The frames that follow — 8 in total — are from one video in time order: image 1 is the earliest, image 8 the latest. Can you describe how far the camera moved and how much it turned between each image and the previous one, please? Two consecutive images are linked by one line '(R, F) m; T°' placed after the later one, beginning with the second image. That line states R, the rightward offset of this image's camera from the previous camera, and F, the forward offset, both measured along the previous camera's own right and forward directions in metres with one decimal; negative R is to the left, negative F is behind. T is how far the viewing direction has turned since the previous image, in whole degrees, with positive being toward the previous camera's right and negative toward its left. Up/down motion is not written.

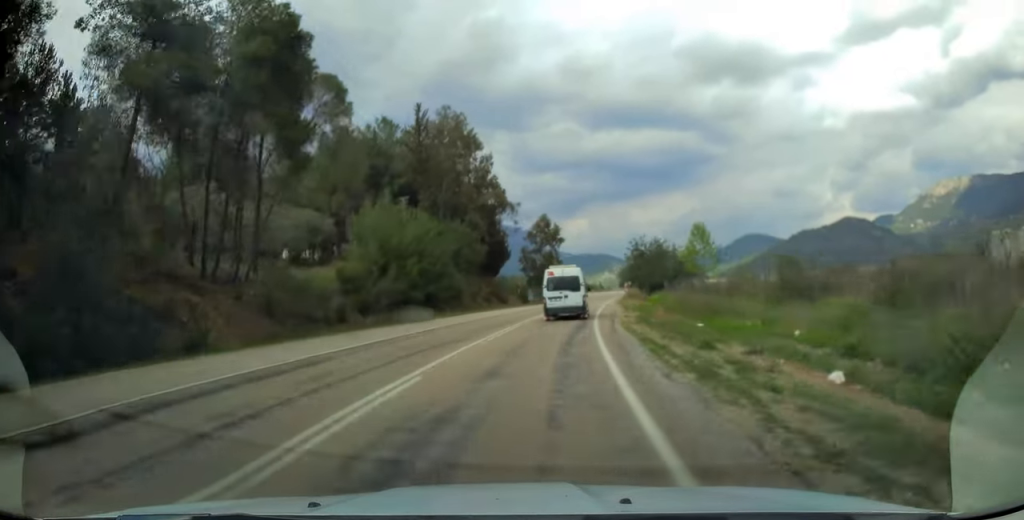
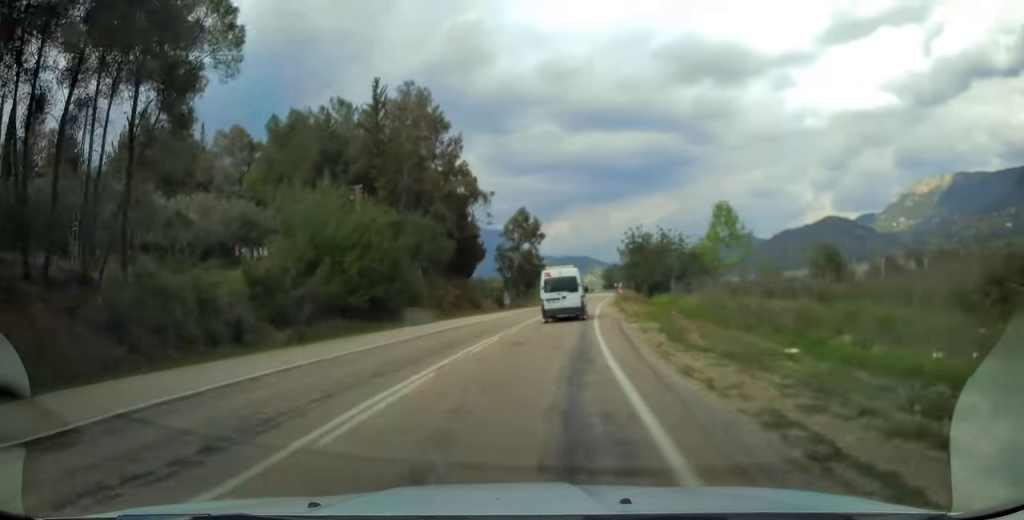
(0.0, +10.6) m; +2°
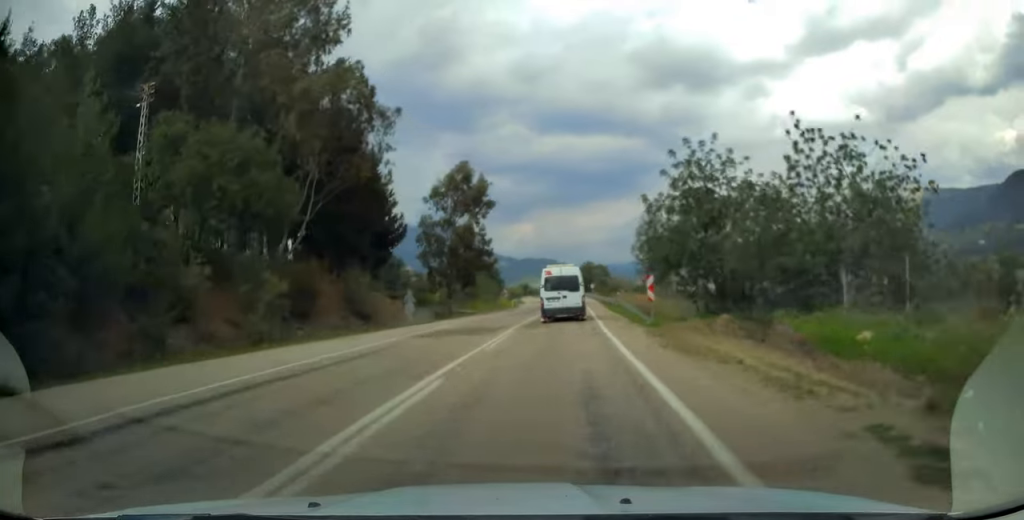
(+1.3, +31.2) m; +3°
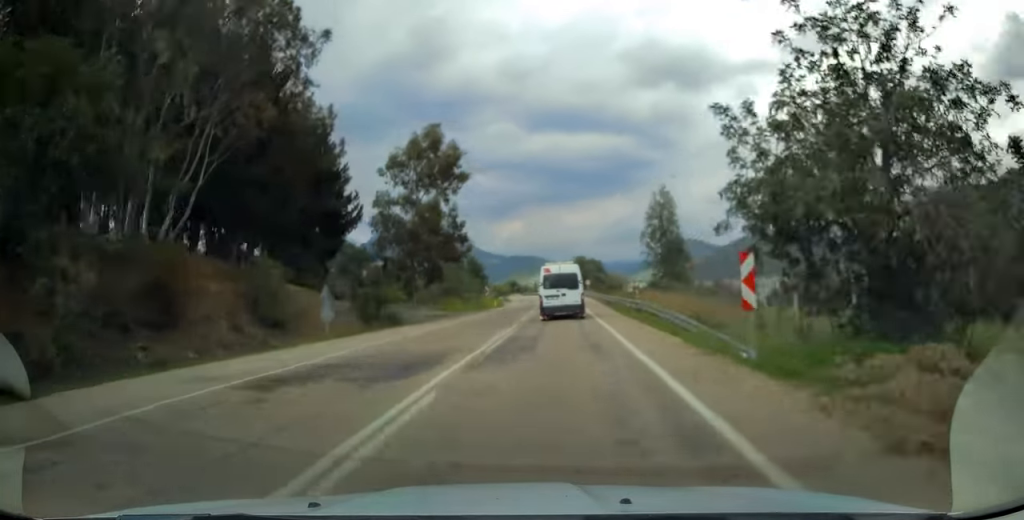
(+0.1, +12.0) m; +1°
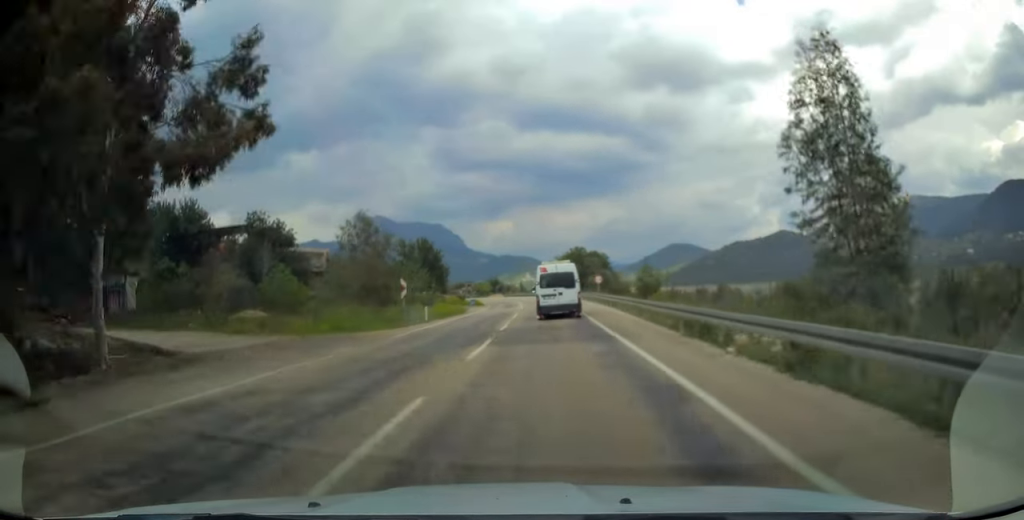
(+0.7, +32.0) m; +1°
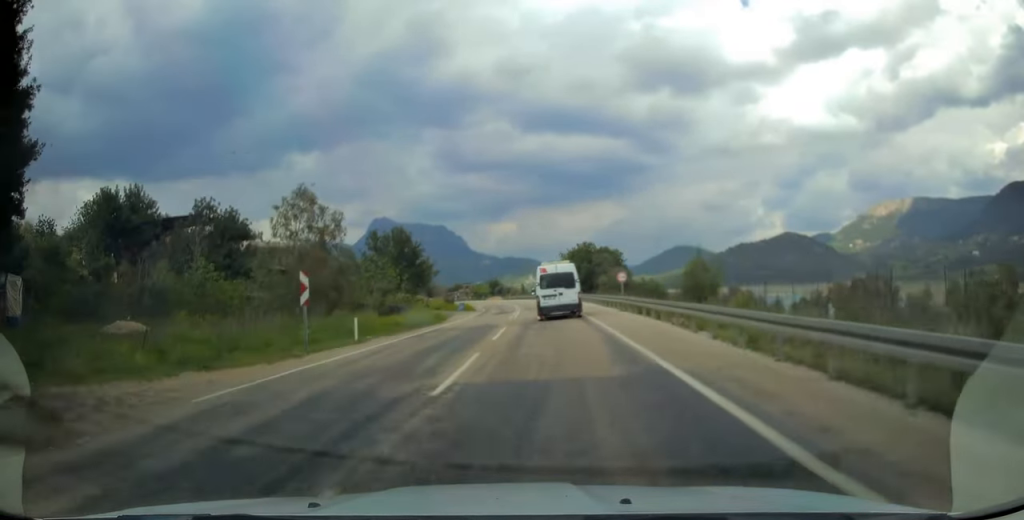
(0.0, +13.4) m; 0°
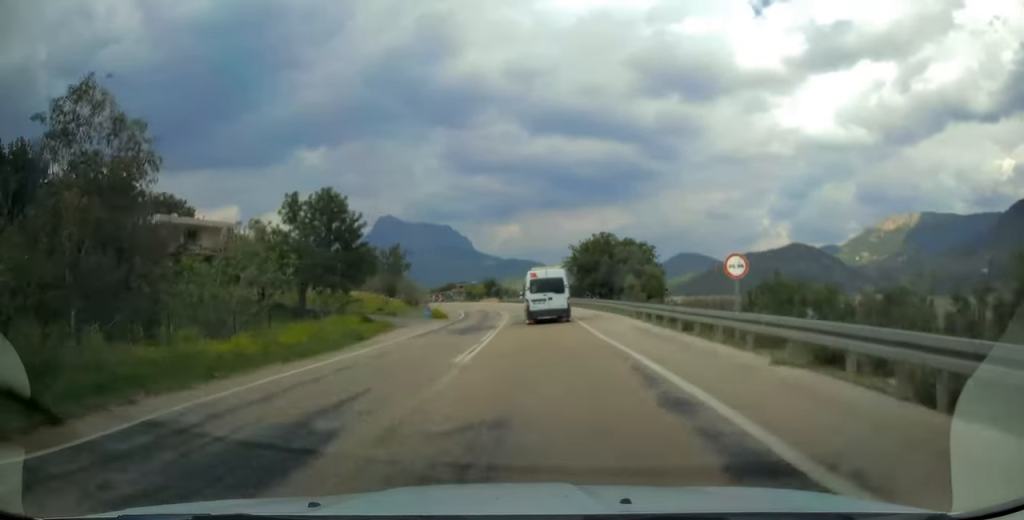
(-0.2, +20.7) m; -1°
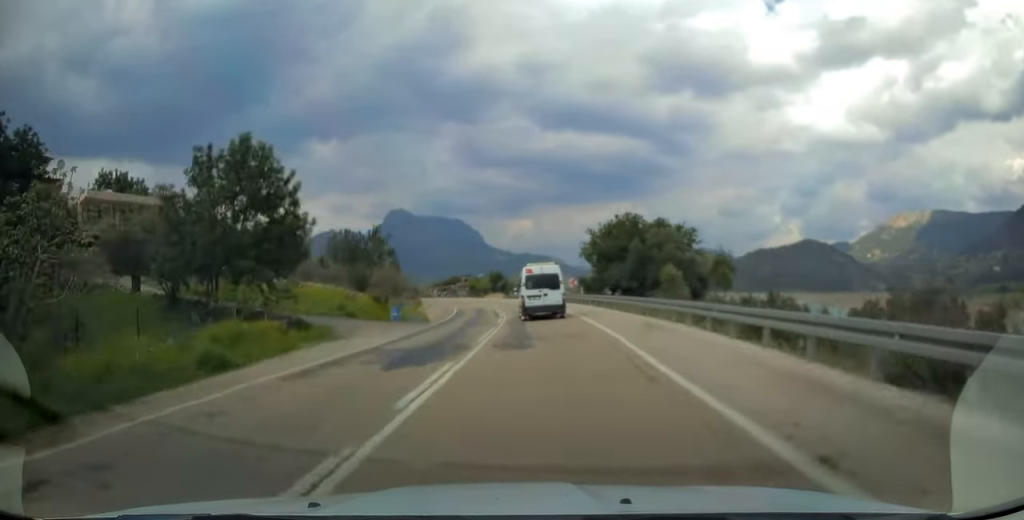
(+0.1, +12.2) m; -1°
